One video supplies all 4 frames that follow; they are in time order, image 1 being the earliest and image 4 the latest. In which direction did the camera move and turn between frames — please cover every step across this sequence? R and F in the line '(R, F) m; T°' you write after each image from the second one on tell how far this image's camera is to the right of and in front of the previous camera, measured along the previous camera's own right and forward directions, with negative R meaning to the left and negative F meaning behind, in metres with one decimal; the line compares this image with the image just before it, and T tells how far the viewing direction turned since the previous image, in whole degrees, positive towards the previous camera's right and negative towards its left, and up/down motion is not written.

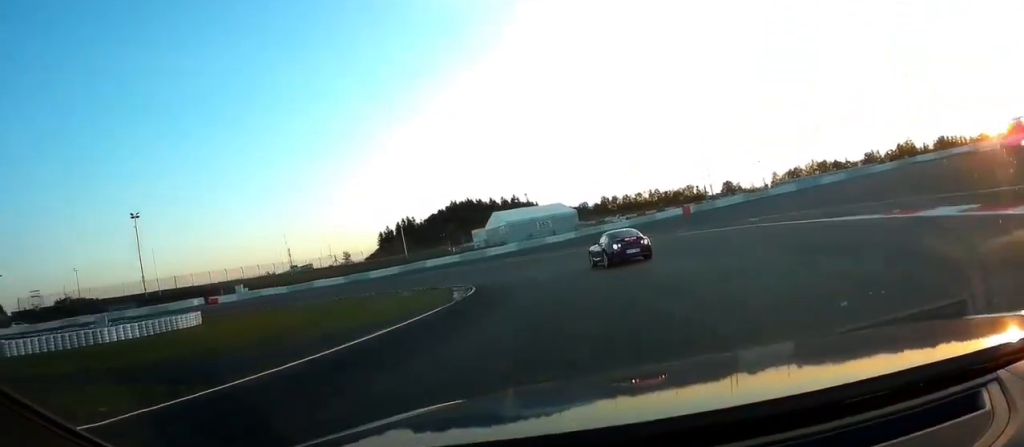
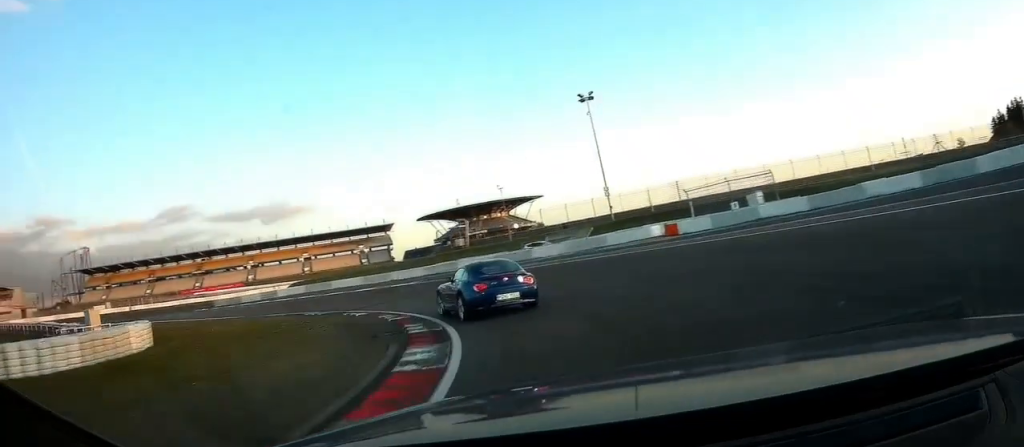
(-21.3, +21.2) m; -101°
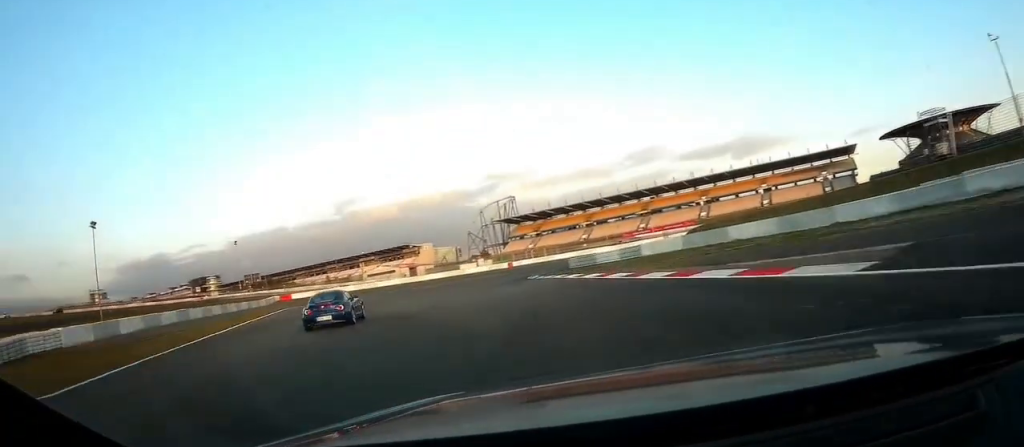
(-8.6, +28.4) m; -28°
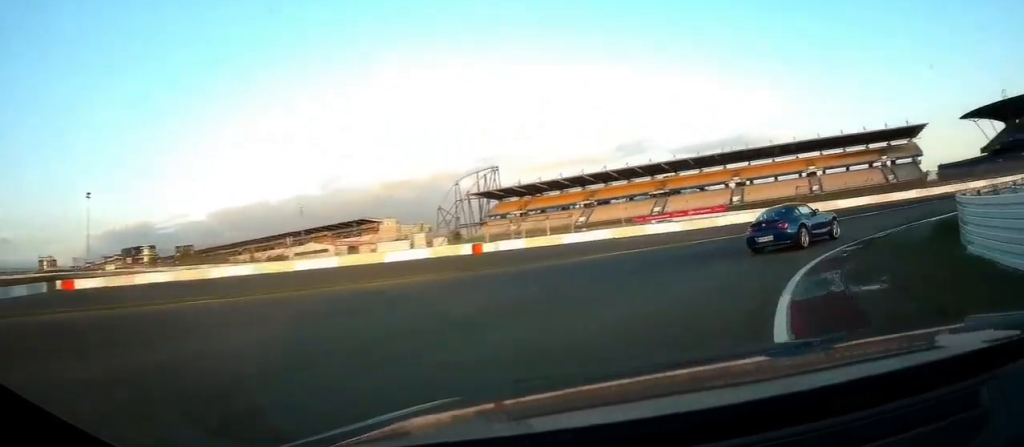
(-4.4, +52.5) m; +14°
